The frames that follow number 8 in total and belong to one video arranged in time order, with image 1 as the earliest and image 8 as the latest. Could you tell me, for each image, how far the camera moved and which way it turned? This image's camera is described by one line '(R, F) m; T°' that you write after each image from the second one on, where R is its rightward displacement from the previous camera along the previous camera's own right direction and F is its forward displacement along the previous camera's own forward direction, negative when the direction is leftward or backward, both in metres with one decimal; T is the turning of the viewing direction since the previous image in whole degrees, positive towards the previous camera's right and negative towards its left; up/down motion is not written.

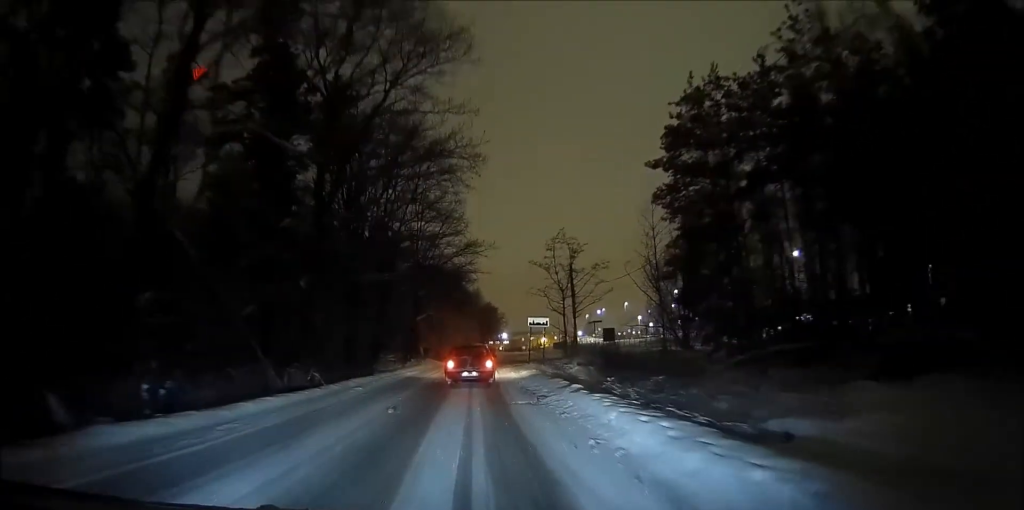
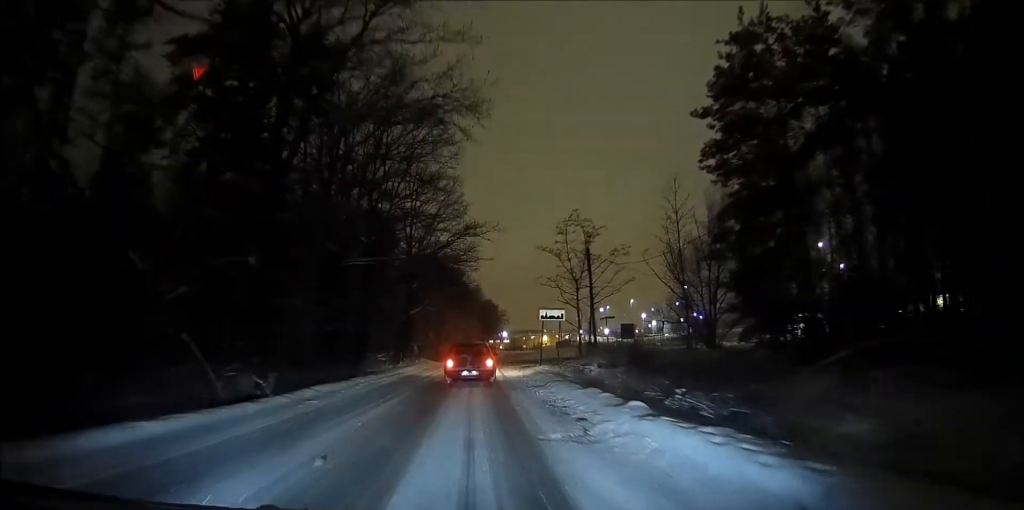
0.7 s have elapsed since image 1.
(0.0, +5.4) m; 0°
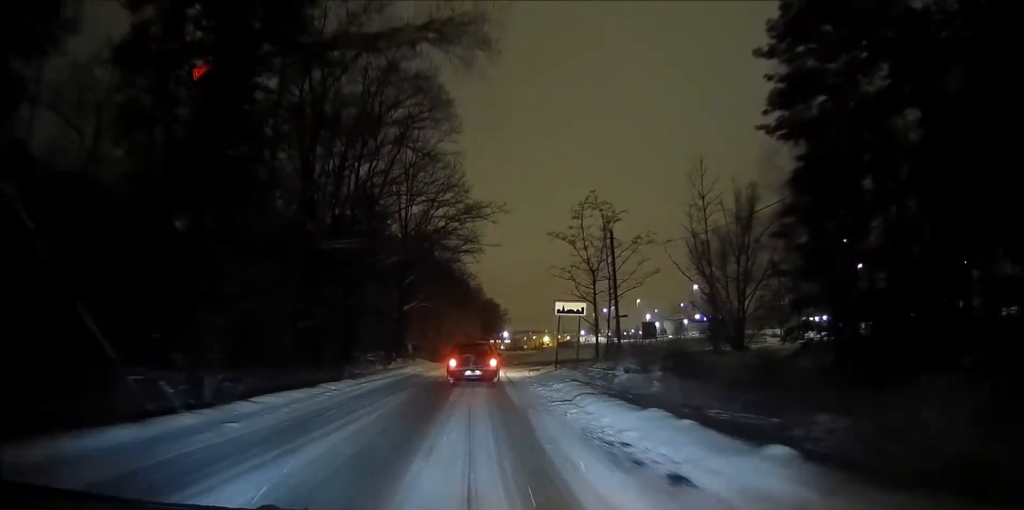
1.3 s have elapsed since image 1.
(-0.1, +4.1) m; -1°
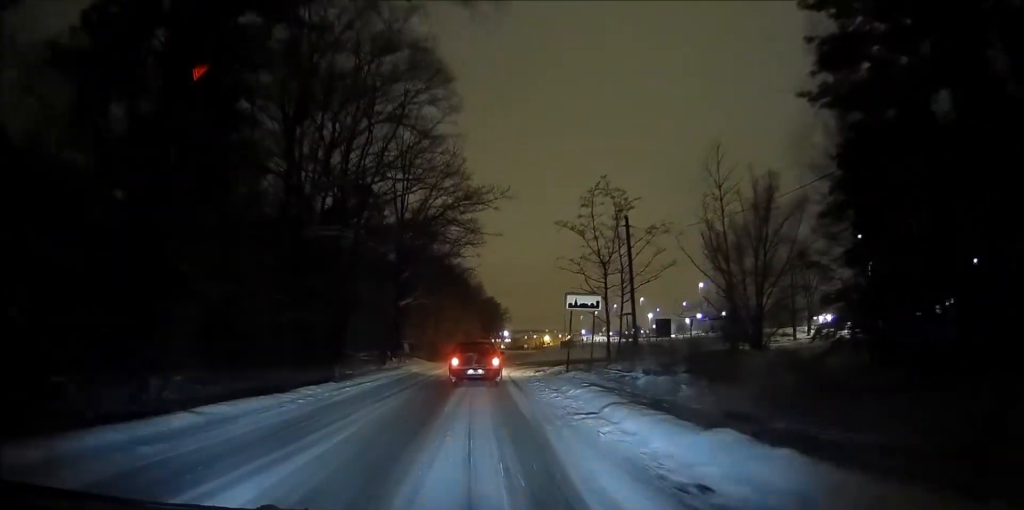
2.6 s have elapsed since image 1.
(-0.1, +8.9) m; 0°
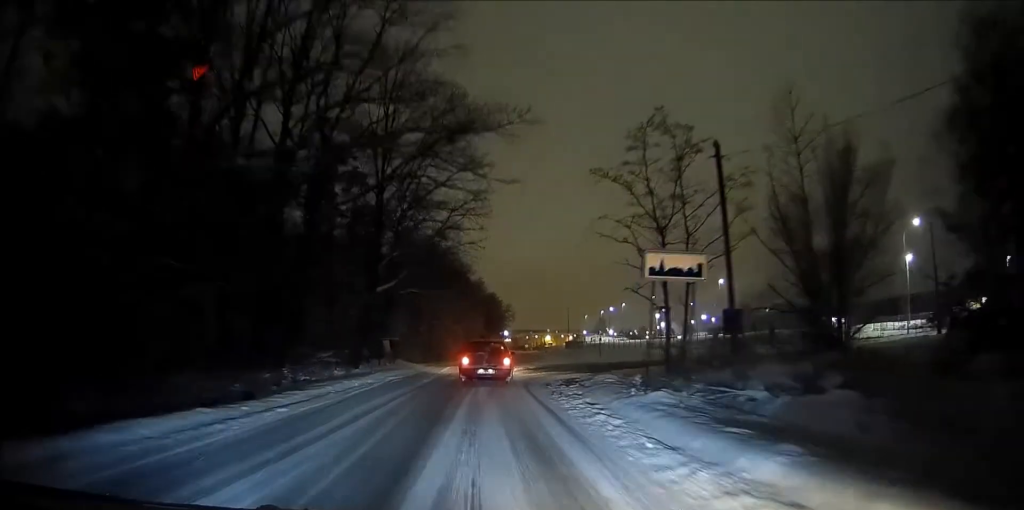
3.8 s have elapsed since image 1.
(0.0, +8.6) m; 0°
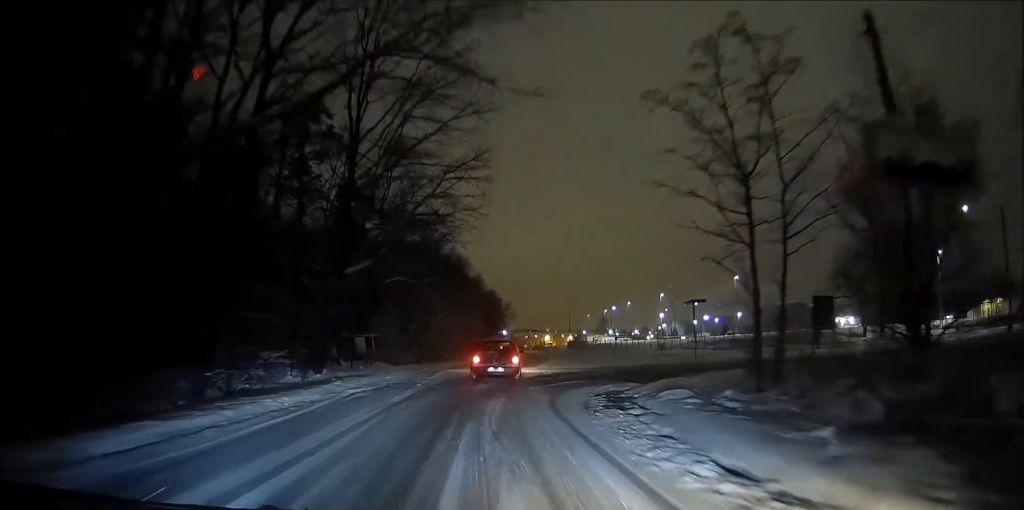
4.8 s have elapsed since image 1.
(0.0, +7.5) m; -1°
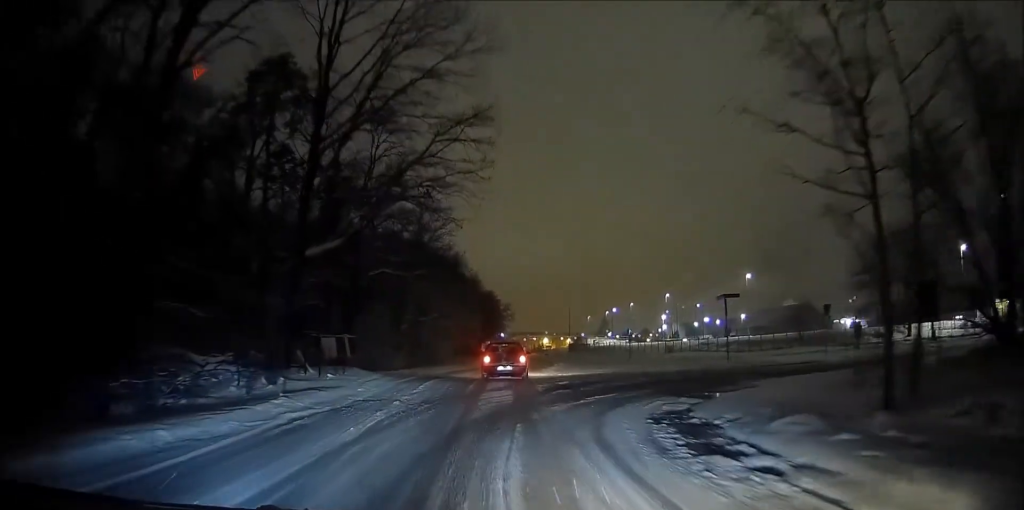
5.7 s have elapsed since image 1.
(0.0, +6.2) m; -3°
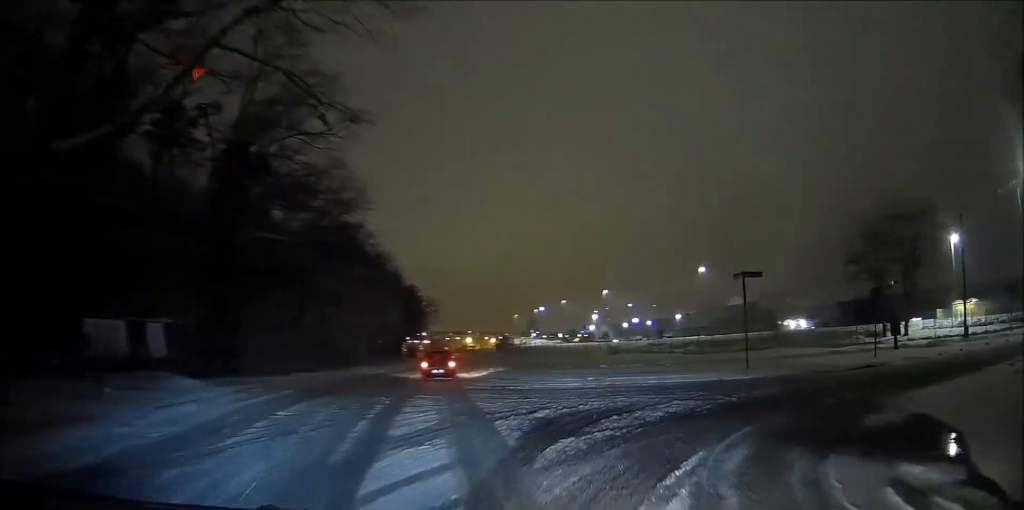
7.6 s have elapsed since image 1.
(-0.9, +10.9) m; -4°
